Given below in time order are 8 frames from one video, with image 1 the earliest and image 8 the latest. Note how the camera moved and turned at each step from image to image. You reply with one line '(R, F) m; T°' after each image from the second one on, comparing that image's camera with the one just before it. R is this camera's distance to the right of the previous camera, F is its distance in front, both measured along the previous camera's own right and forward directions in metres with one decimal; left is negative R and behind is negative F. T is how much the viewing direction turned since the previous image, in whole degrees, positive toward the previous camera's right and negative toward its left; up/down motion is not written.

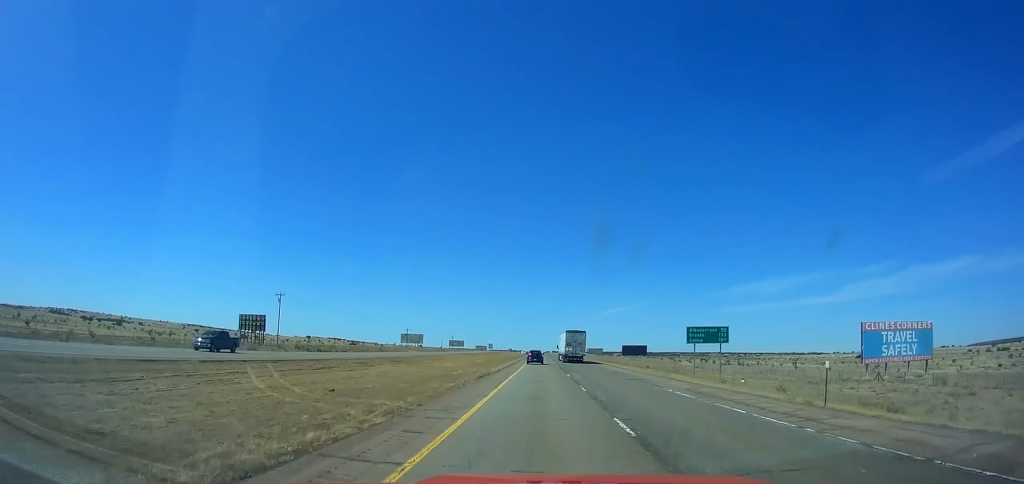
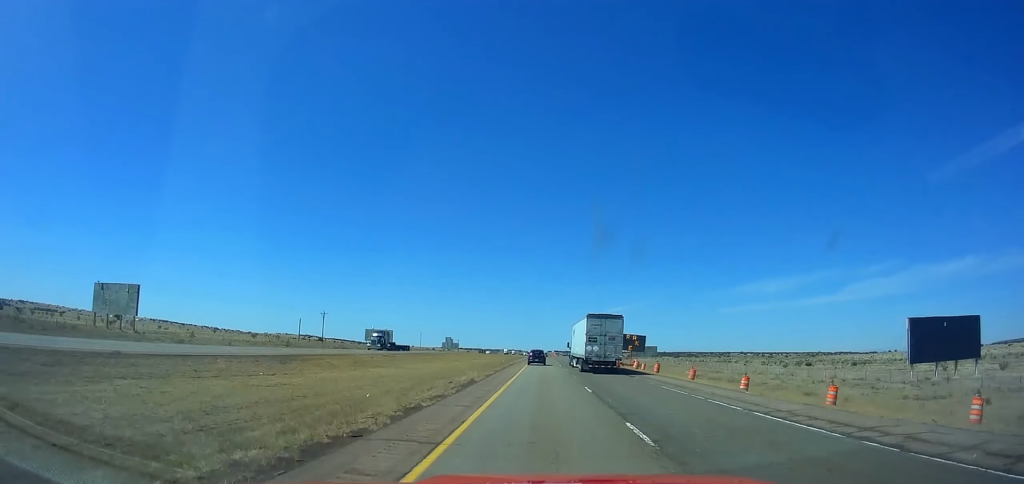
(-0.1, +220.1) m; 0°
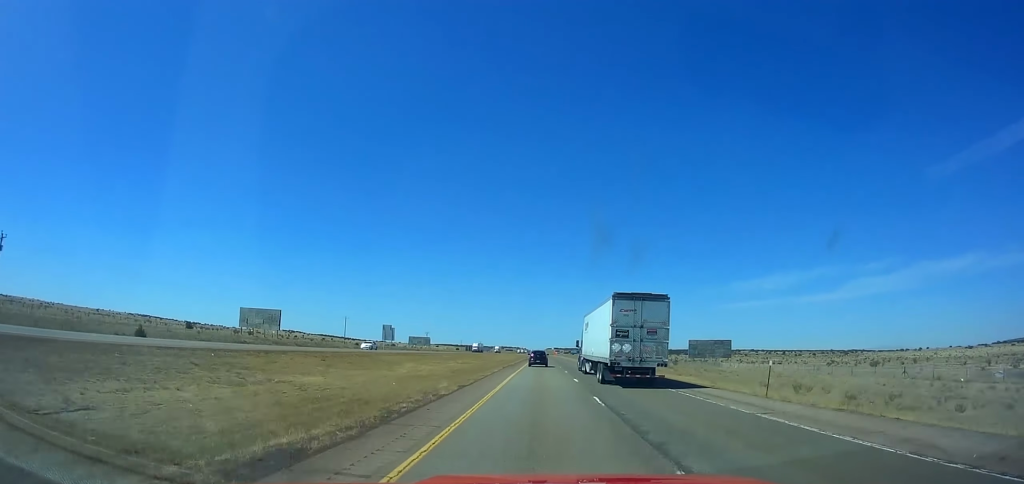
(0.0, +103.1) m; 0°
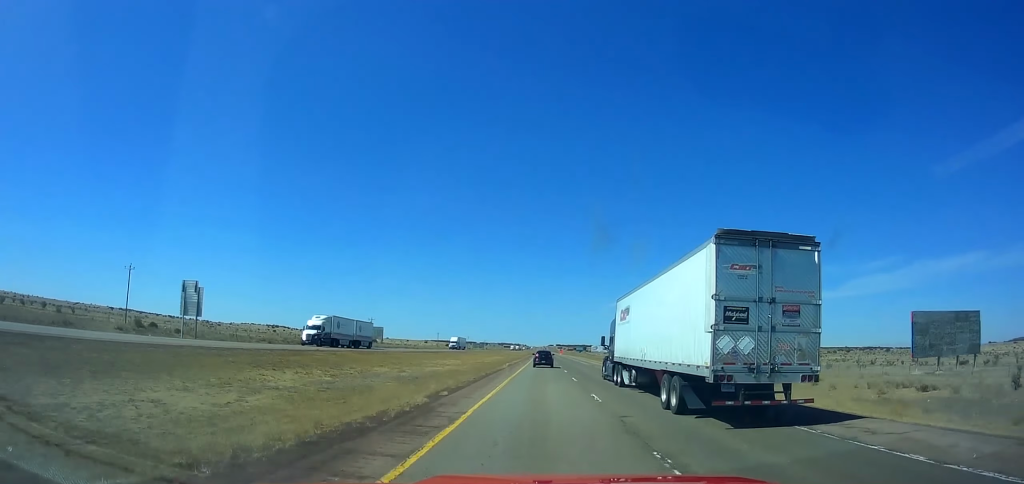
(0.0, +95.9) m; 0°
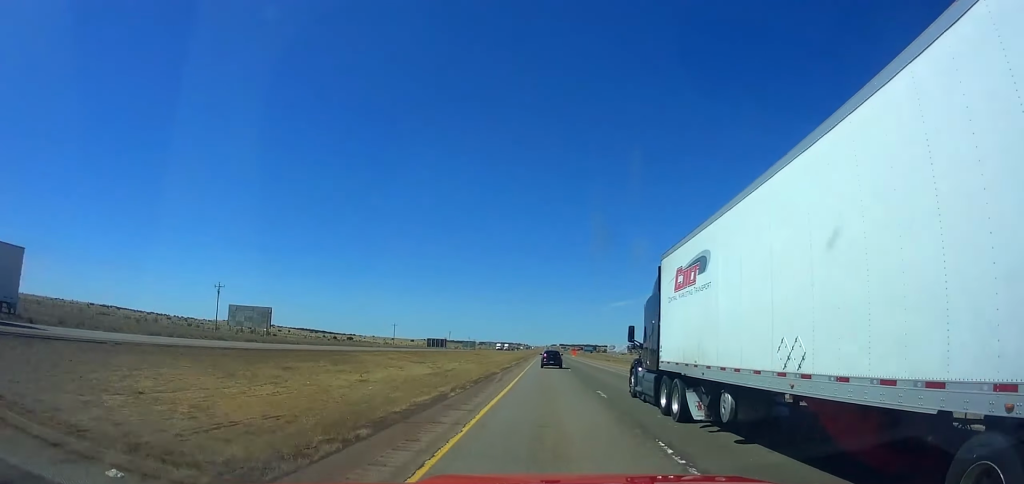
(0.0, +96.2) m; 0°
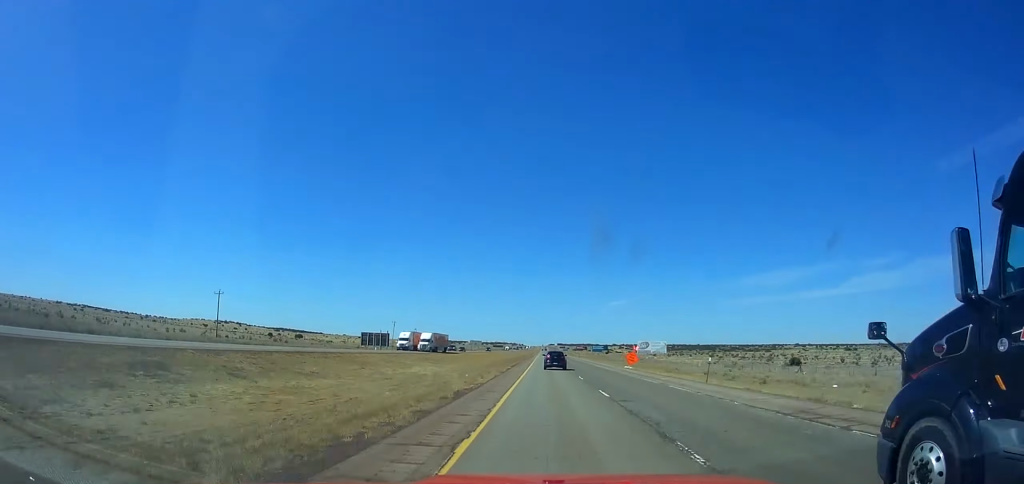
(-0.1, +121.5) m; 0°
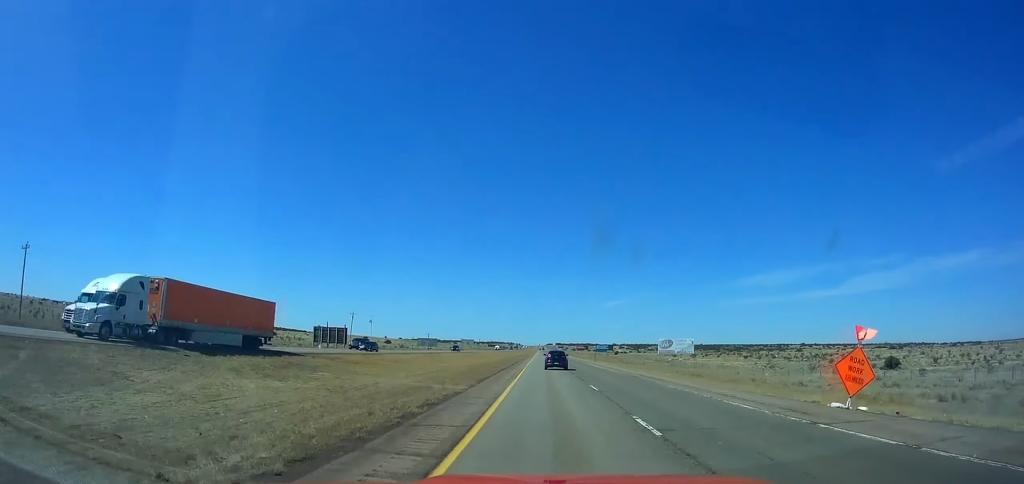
(0.0, +46.4) m; 0°
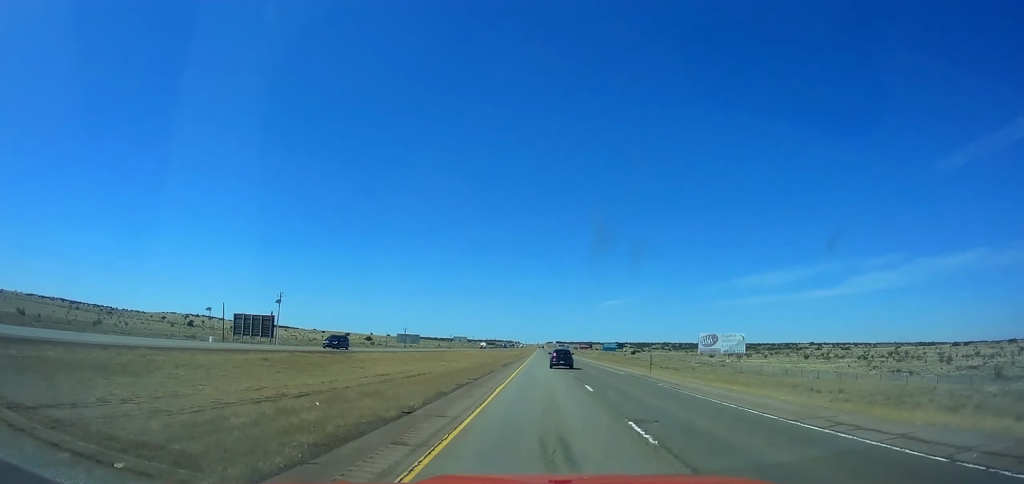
(0.0, +50.0) m; 0°
